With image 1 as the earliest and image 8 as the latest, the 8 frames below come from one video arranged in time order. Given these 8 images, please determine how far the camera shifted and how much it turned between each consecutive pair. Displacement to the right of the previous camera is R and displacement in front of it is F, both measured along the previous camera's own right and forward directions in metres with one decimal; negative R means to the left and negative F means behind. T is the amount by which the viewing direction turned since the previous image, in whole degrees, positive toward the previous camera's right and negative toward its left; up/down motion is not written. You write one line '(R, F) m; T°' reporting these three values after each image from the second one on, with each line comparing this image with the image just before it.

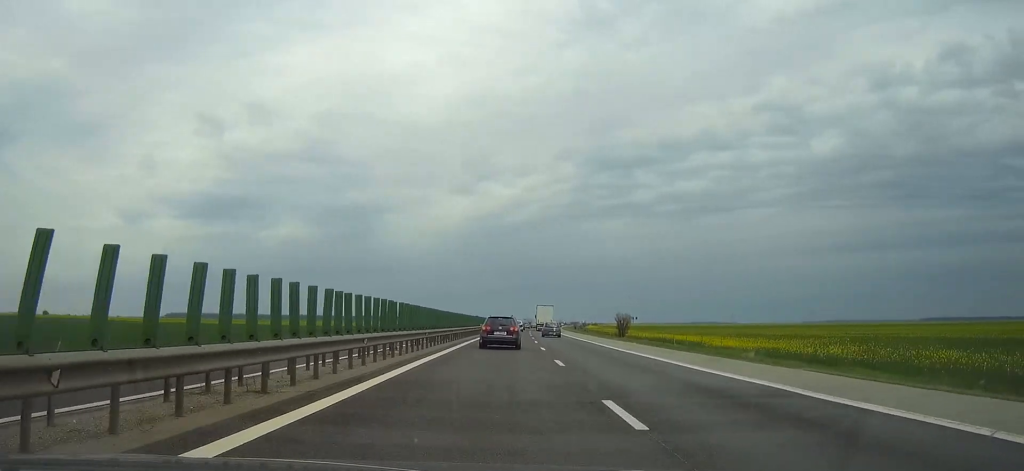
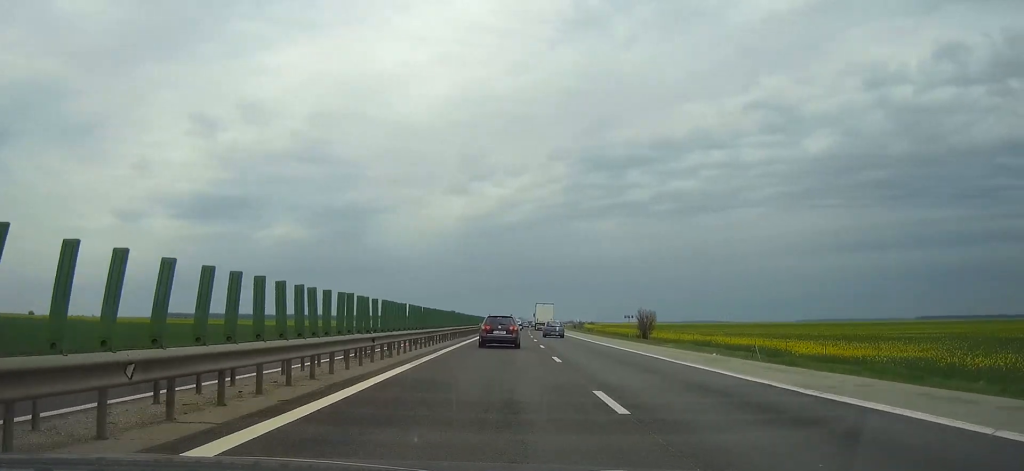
(0.0, +22.7) m; 0°
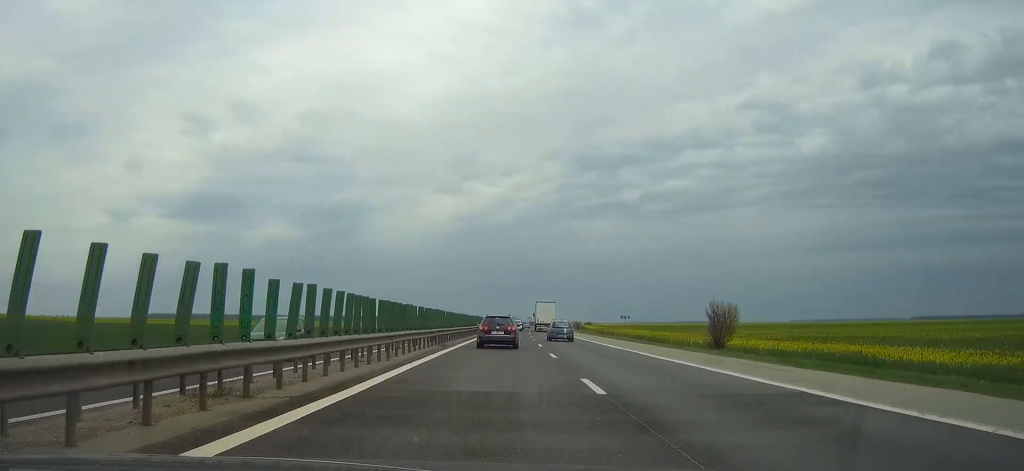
(+0.1, +33.4) m; 0°
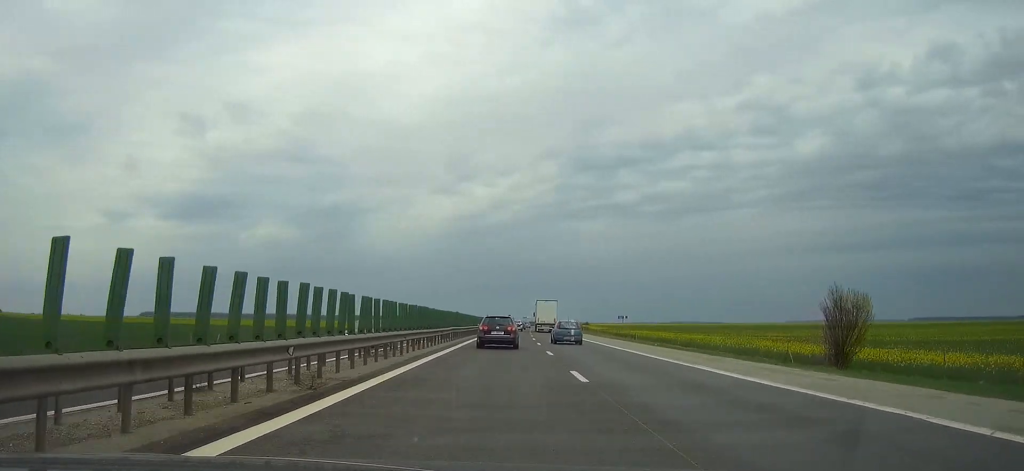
(0.0, +21.4) m; 0°
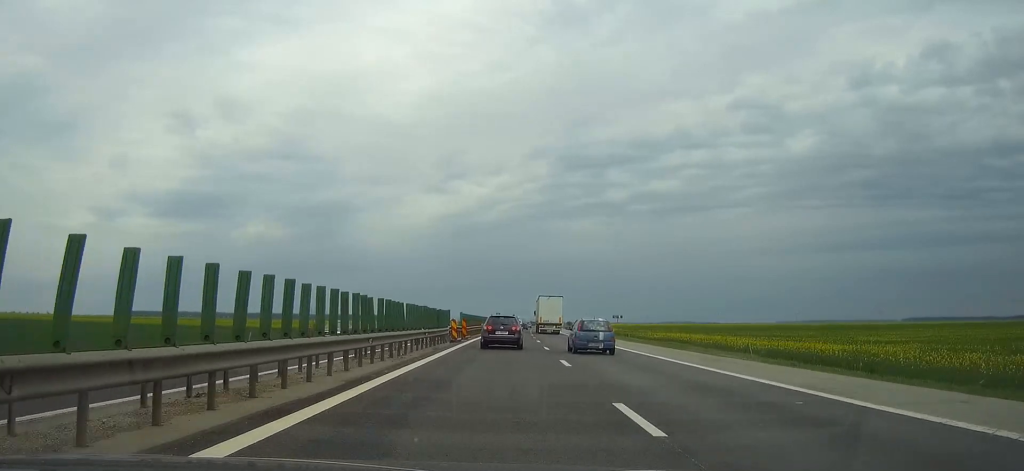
(+0.2, +42.8) m; +1°
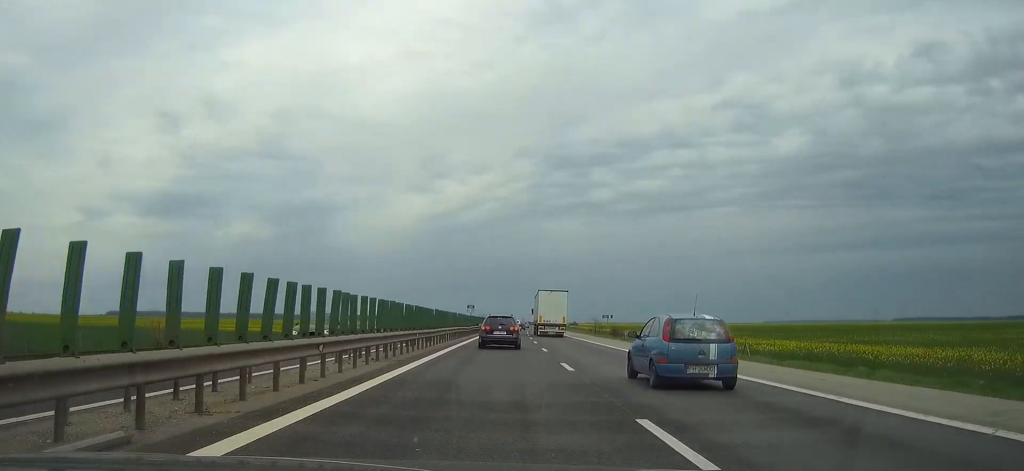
(+0.6, +49.7) m; +1°
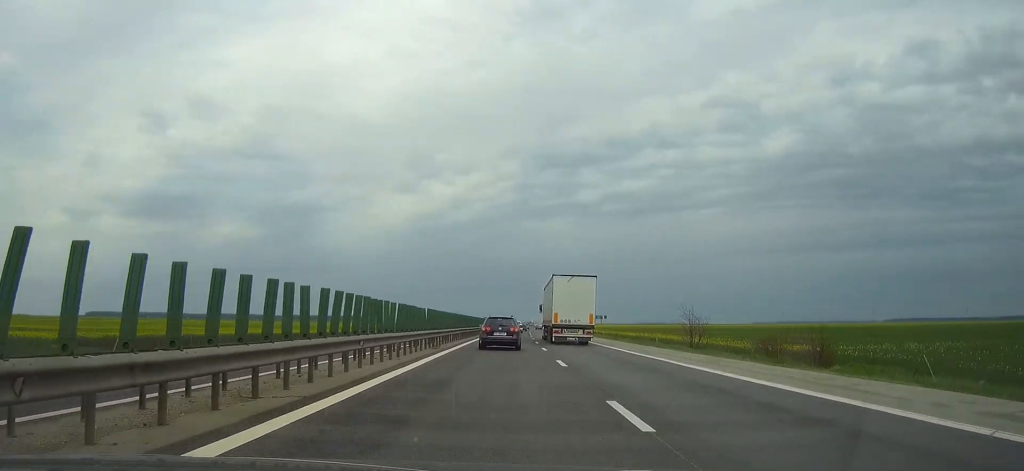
(+1.2, +69.7) m; +2°
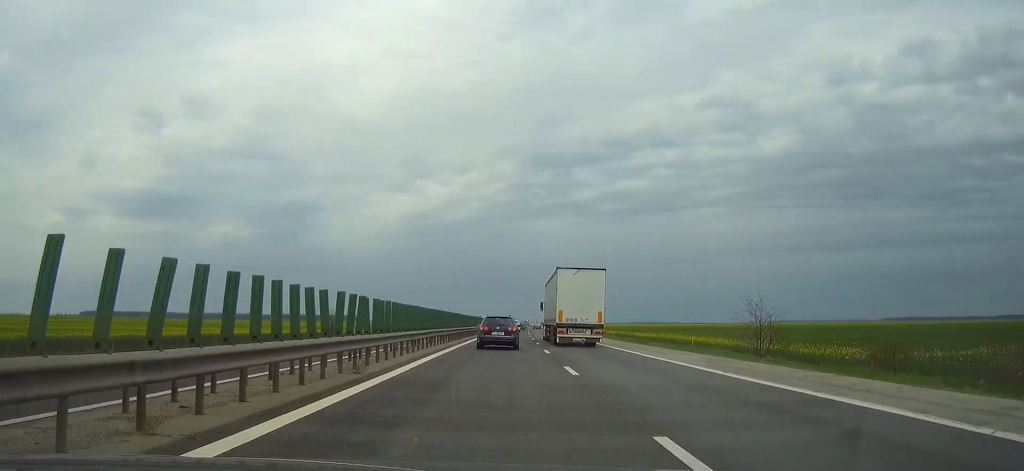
(0.0, +14.2) m; 0°
